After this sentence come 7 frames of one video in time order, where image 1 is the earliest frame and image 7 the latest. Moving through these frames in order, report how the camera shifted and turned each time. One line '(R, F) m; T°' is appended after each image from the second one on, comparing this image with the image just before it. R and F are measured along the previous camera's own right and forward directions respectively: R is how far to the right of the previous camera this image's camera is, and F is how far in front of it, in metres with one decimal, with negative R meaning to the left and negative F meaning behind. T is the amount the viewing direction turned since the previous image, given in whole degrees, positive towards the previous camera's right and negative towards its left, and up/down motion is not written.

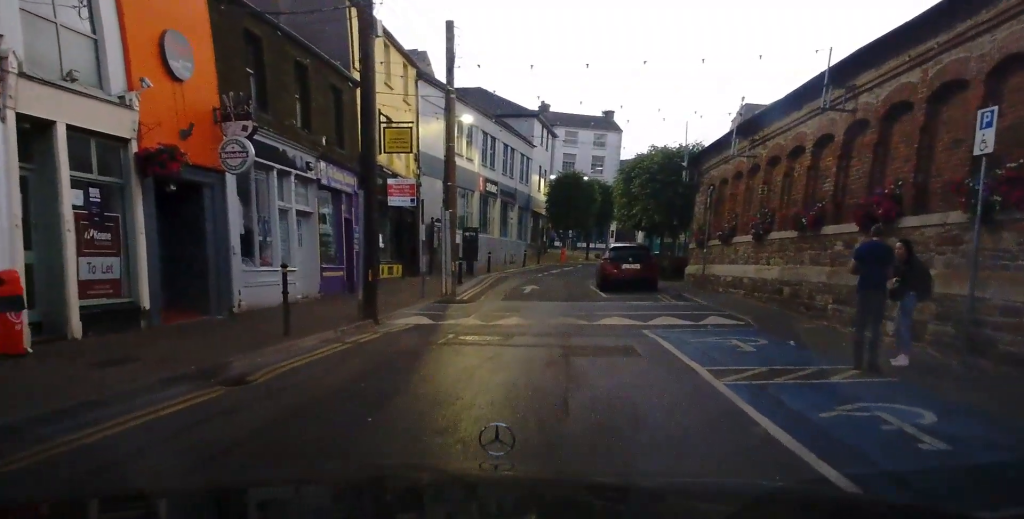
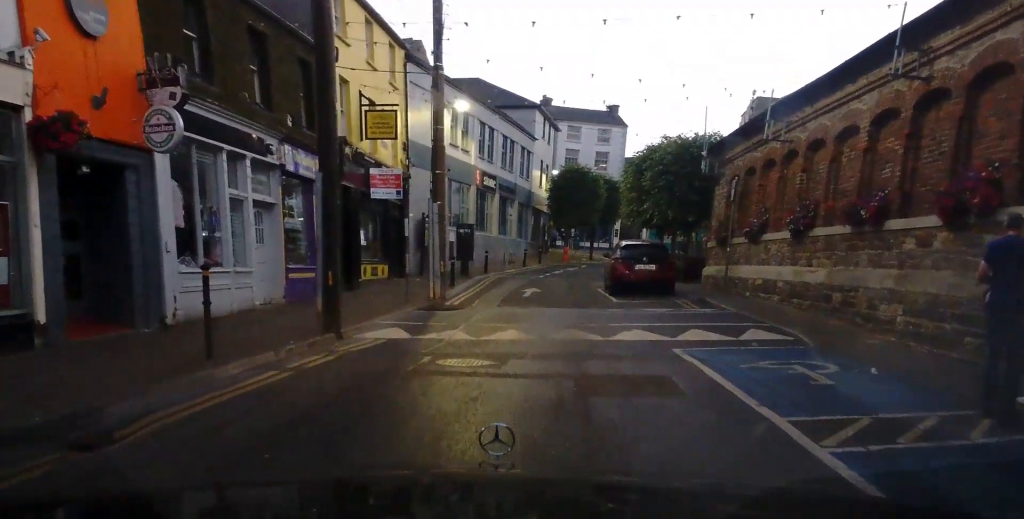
(0.0, +2.9) m; 0°
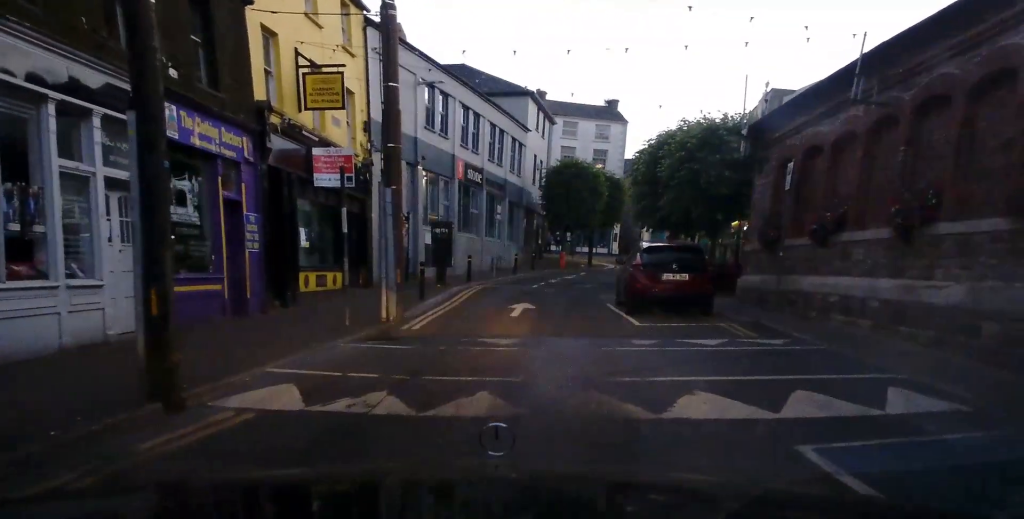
(0.0, +5.5) m; -5°
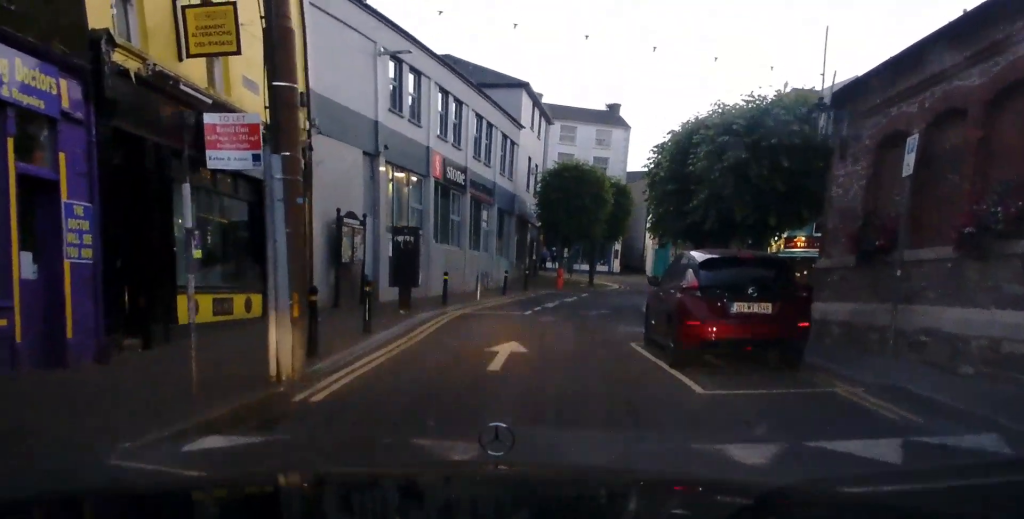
(-0.2, +6.0) m; +7°
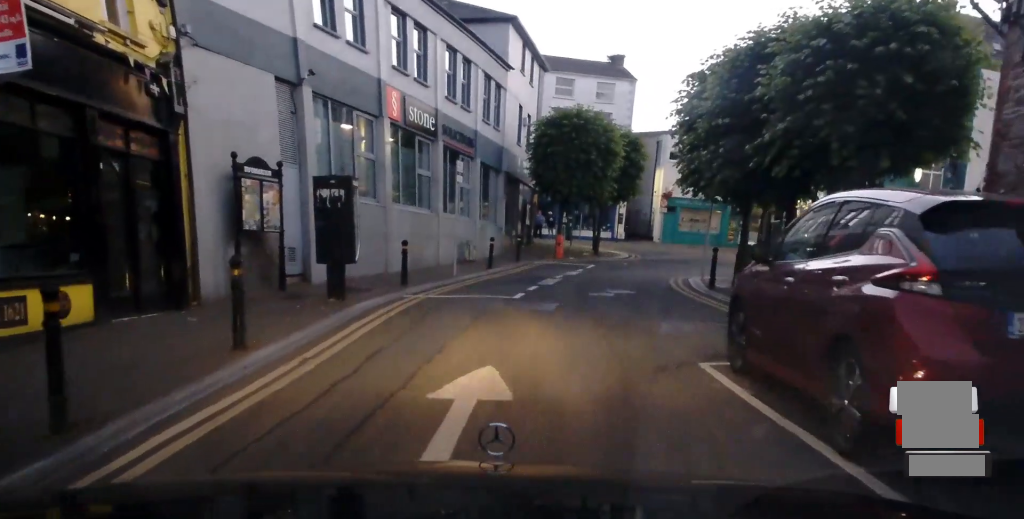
(+0.6, +6.0) m; 0°
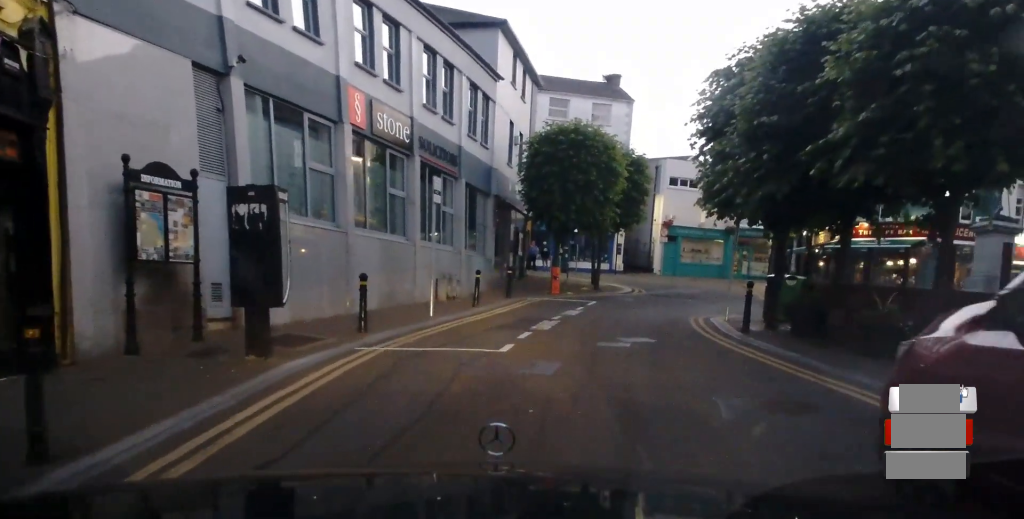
(-0.2, +3.7) m; -3°
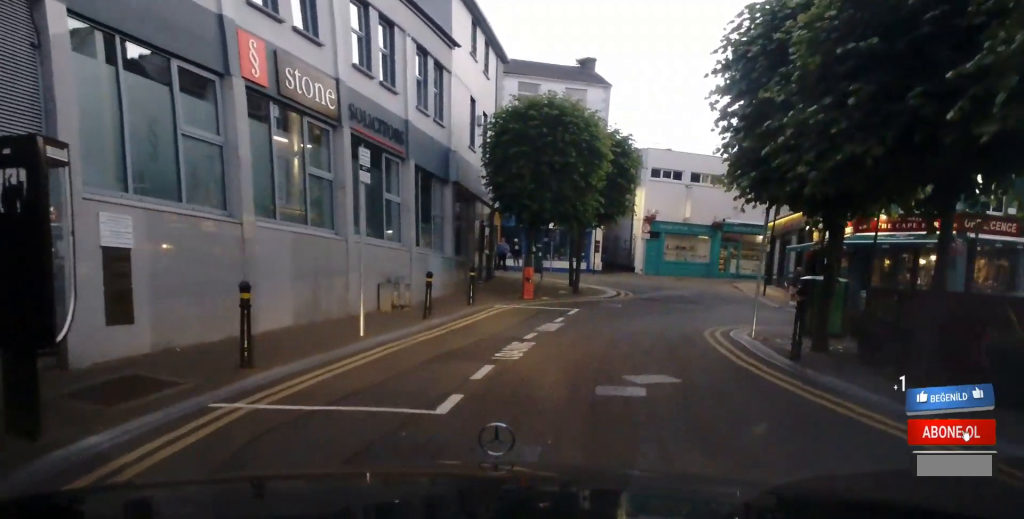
(0.0, +4.4) m; +6°
